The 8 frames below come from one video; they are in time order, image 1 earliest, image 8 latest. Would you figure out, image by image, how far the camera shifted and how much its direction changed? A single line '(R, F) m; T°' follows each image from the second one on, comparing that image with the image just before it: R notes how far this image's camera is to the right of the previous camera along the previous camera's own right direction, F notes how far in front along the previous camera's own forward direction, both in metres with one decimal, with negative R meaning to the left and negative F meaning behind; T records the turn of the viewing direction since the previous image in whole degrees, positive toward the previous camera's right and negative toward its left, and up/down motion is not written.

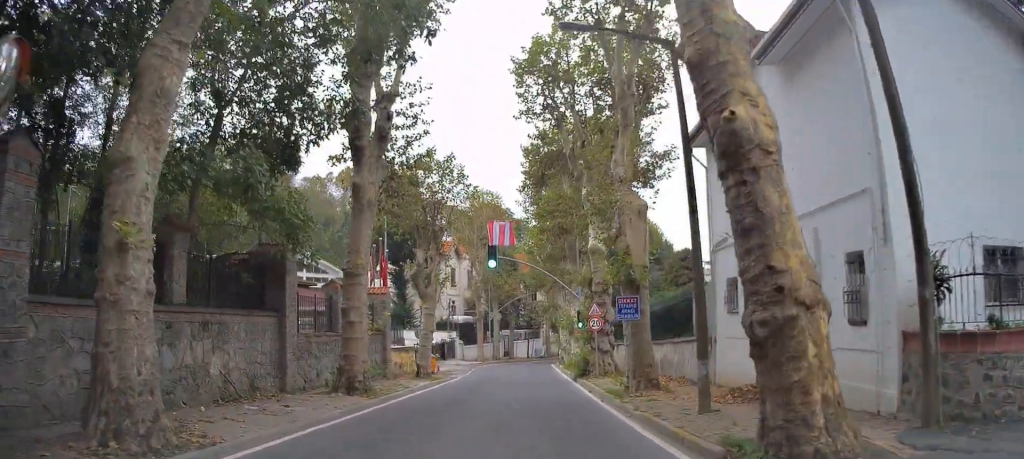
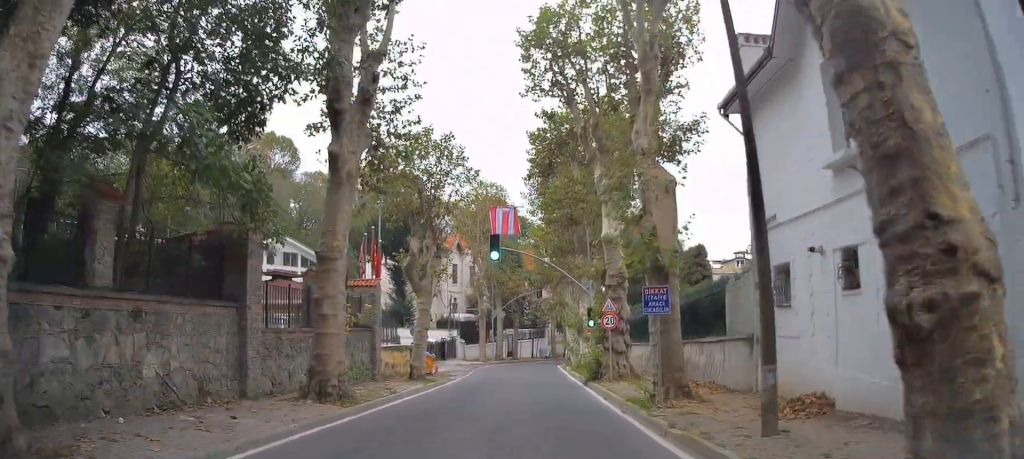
(-0.1, +2.2) m; +2°
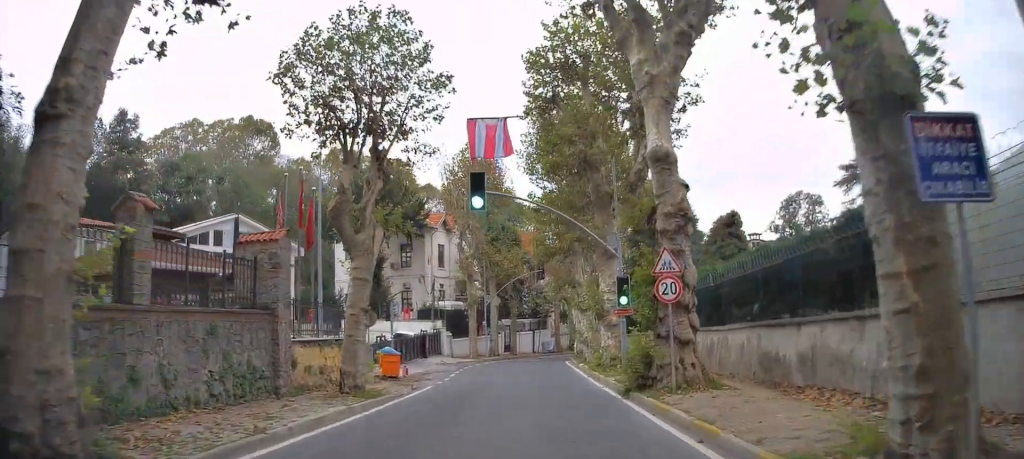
(+0.3, +7.6) m; +1°
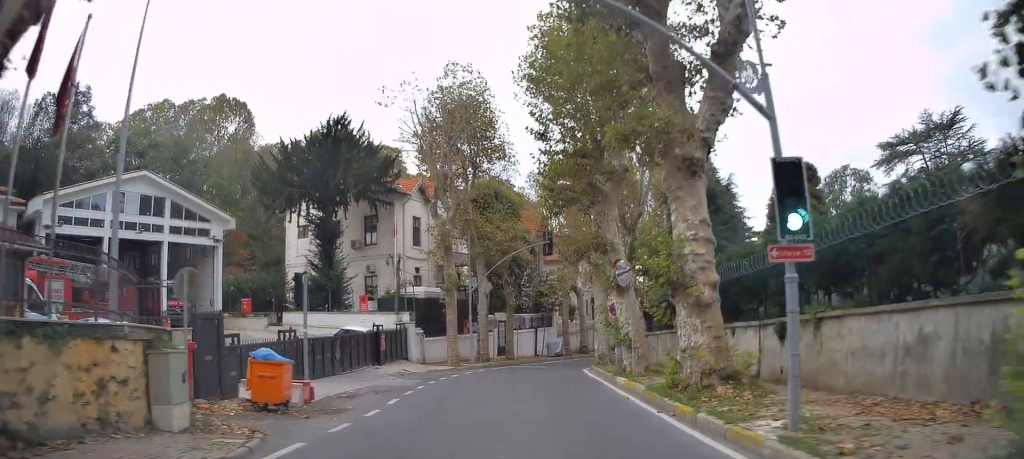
(-0.1, +11.2) m; -1°
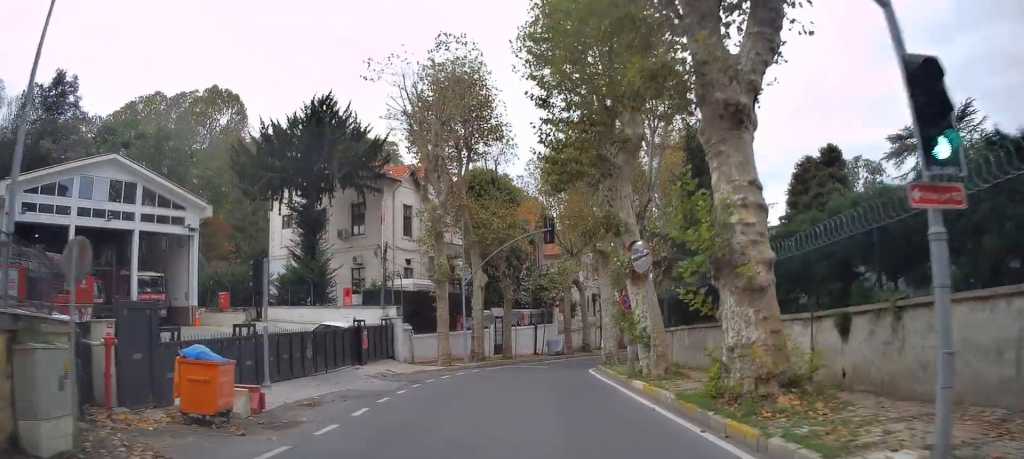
(-0.1, +2.8) m; 0°
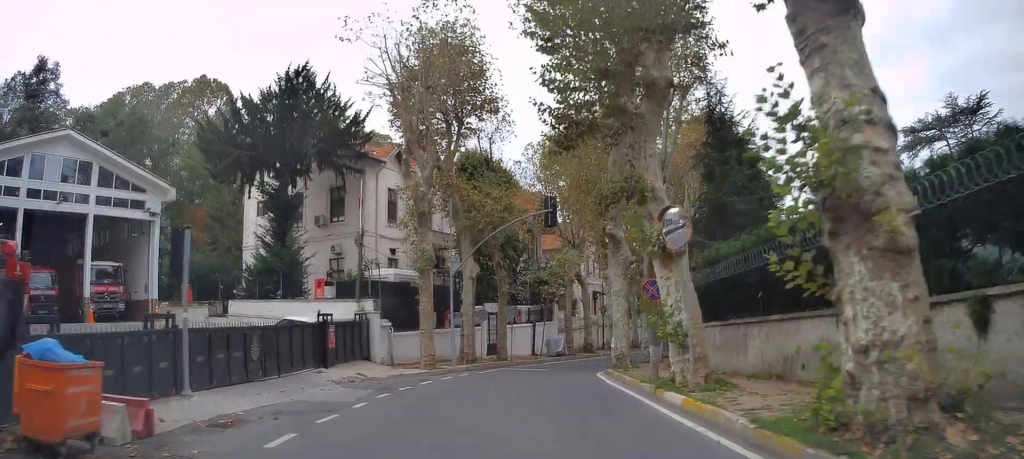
(-0.1, +3.8) m; +1°
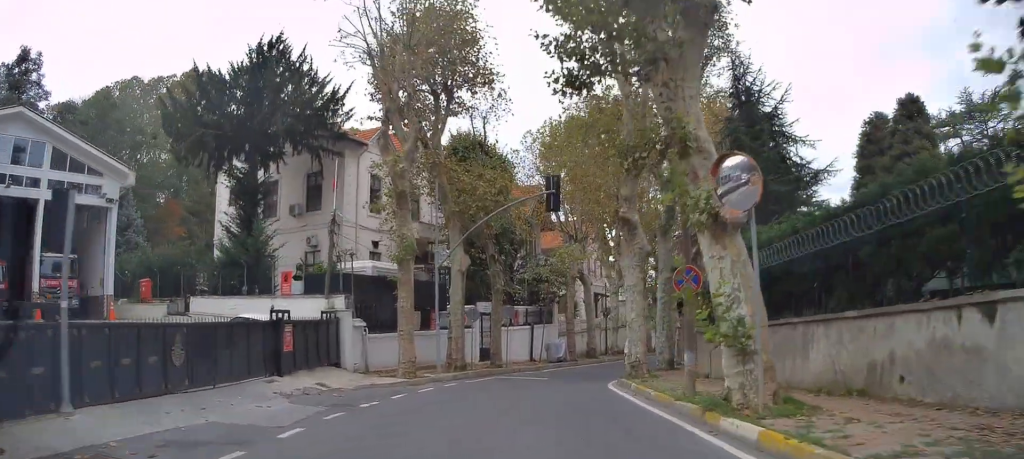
(+0.1, +3.6) m; +3°
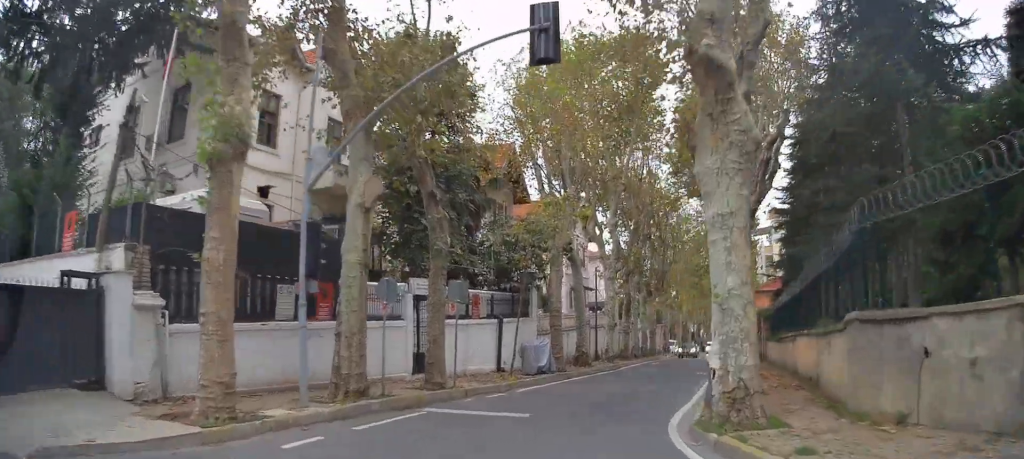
(+0.9, +11.3) m; +8°
